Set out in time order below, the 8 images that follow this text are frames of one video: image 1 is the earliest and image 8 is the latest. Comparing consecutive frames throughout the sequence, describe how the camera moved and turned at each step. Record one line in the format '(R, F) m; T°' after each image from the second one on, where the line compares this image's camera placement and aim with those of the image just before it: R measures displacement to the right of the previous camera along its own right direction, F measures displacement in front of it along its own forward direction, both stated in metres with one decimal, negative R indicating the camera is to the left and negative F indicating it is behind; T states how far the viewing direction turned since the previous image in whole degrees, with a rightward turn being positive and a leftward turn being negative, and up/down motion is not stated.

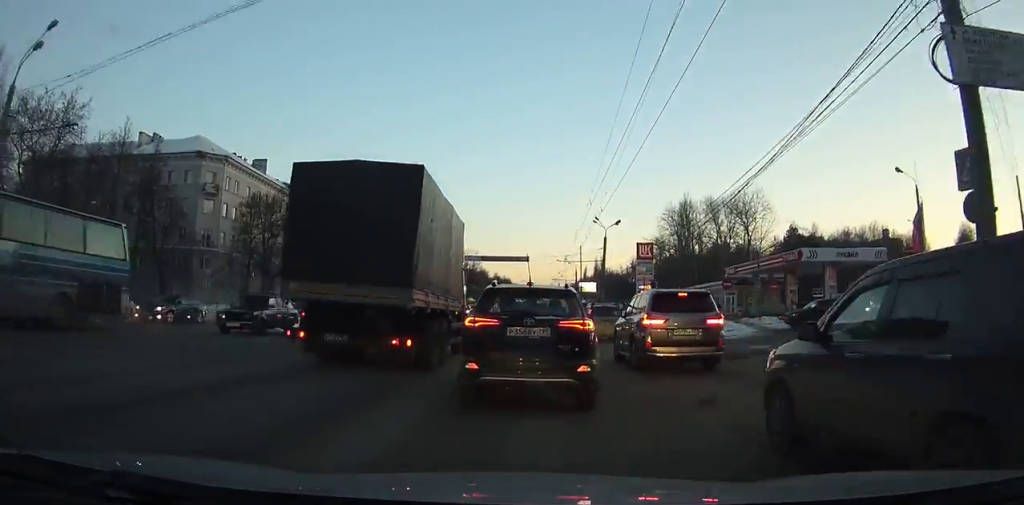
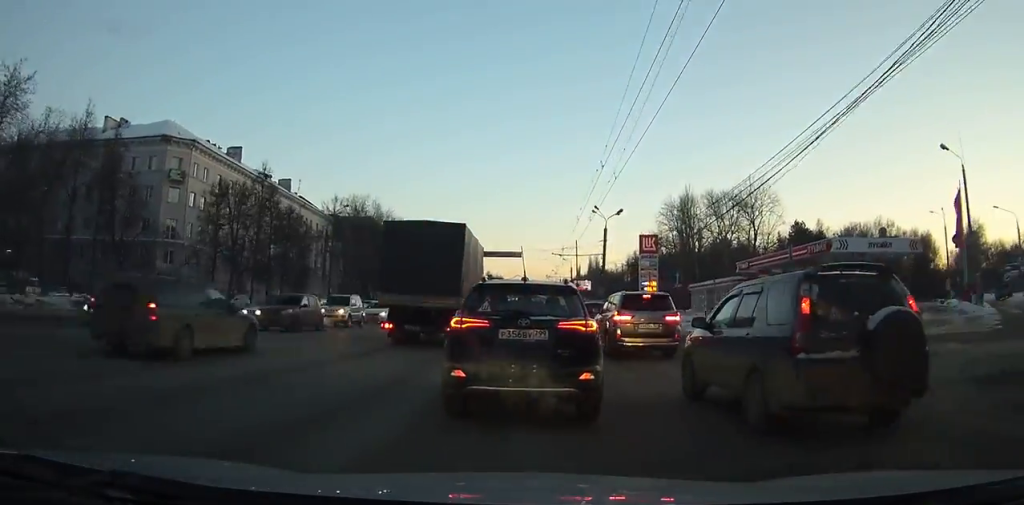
(+0.2, +5.4) m; 0°
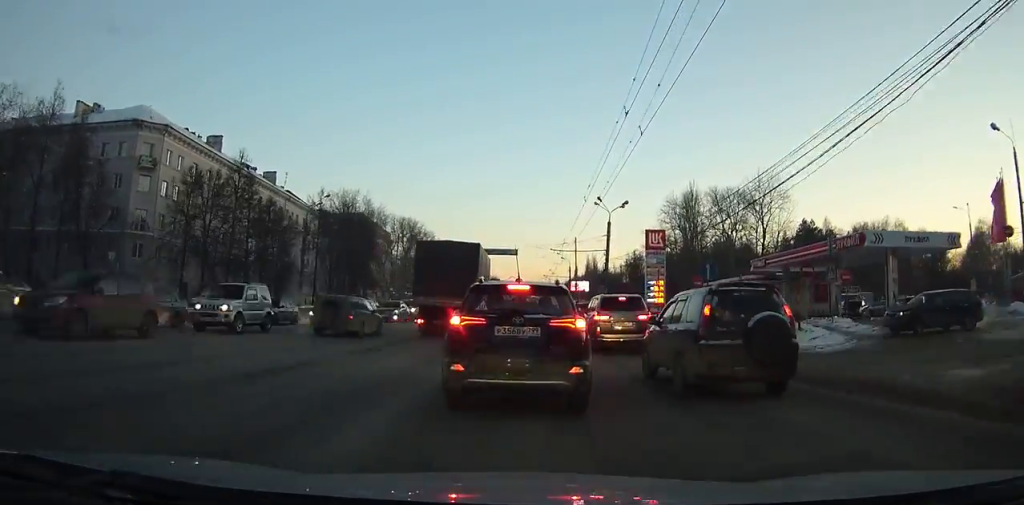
(+0.1, +4.9) m; 0°
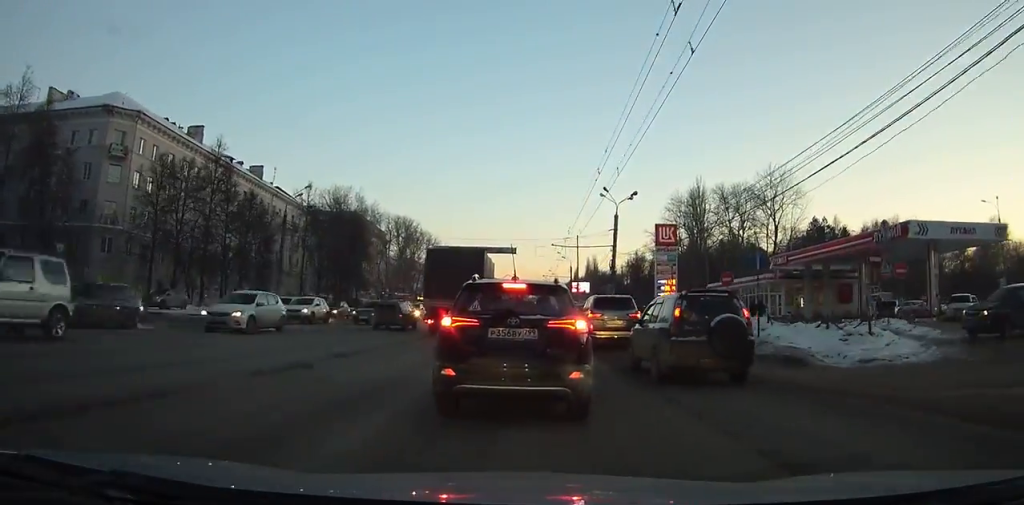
(-0.1, +4.0) m; 0°
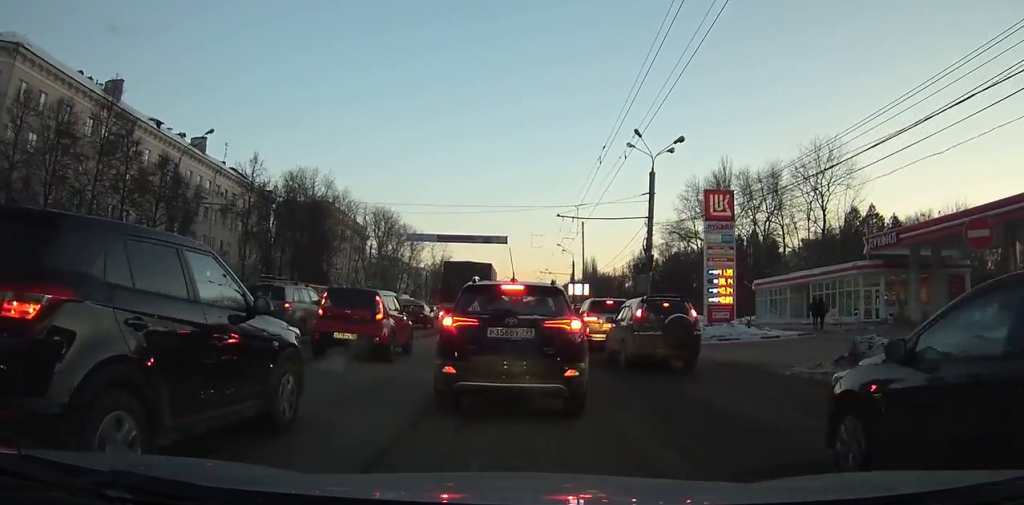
(0.0, +15.4) m; -2°
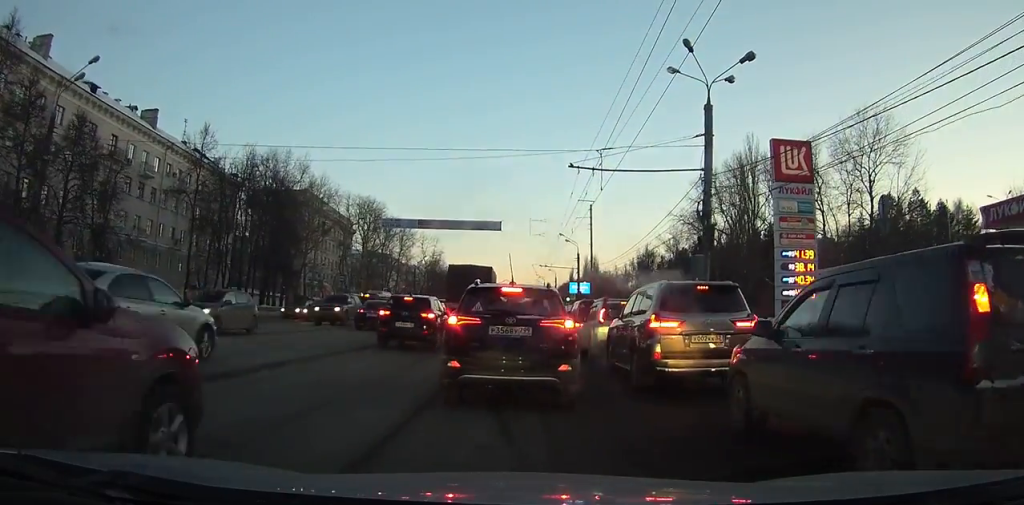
(-0.5, +12.6) m; 0°
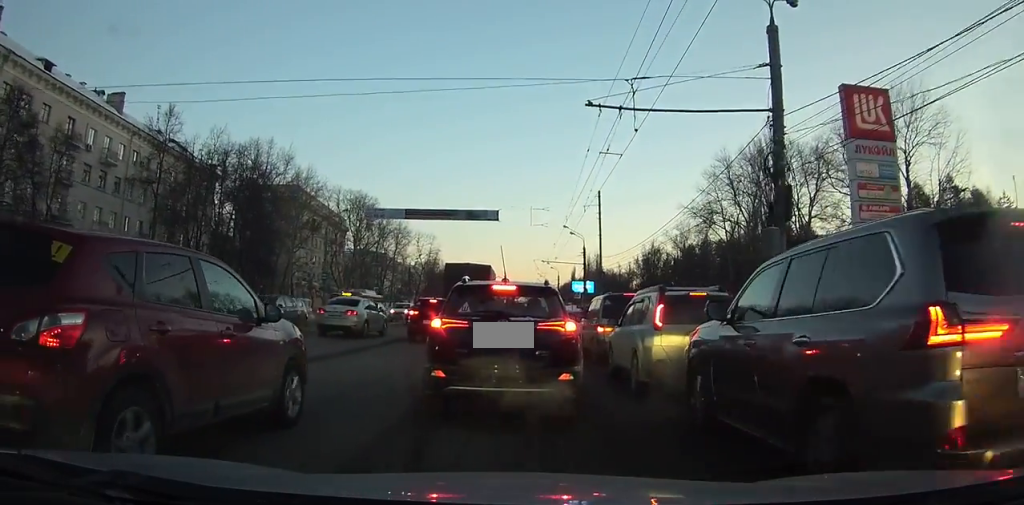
(+0.2, +5.9) m; +1°
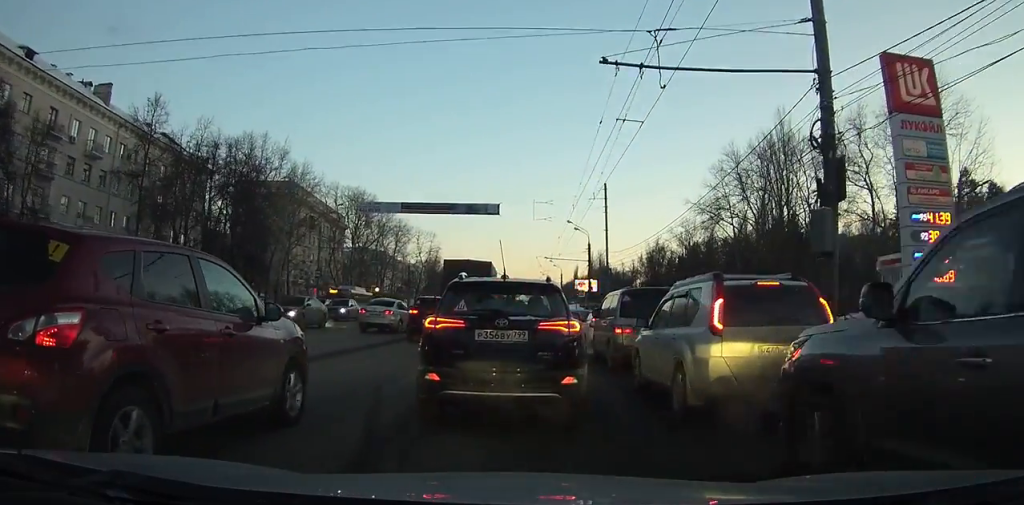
(0.0, +2.4) m; 0°
